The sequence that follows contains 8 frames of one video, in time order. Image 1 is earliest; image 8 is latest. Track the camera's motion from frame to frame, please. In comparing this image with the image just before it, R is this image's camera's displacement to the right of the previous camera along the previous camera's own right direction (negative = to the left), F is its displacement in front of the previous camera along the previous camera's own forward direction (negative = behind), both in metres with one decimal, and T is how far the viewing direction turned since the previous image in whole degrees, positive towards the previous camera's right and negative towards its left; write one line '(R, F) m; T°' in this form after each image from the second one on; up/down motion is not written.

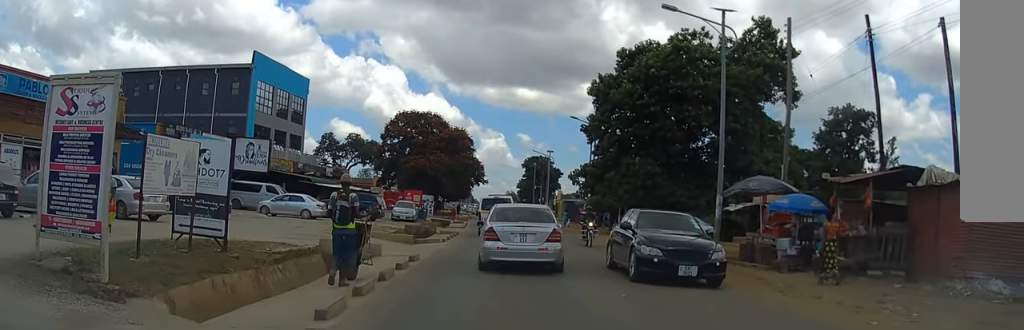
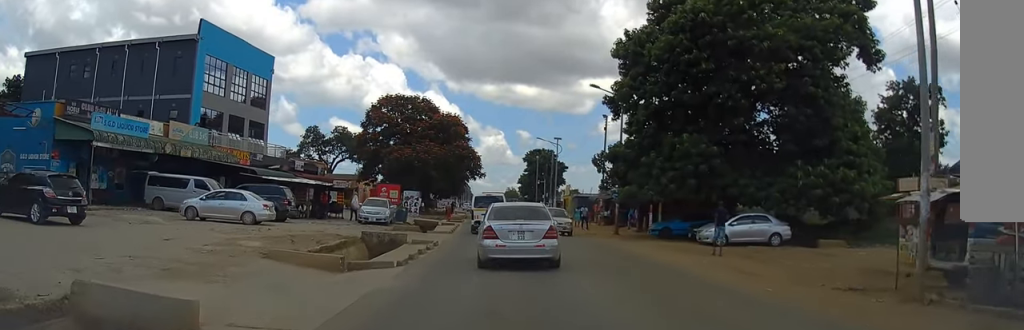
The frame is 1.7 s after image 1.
(-0.4, +11.1) m; 0°
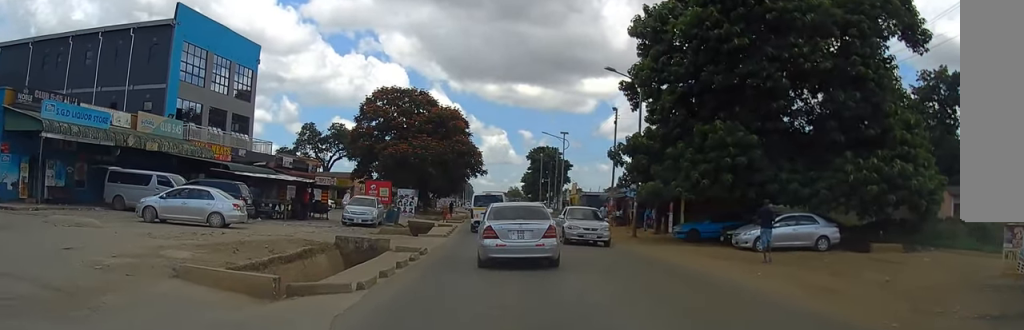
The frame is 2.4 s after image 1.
(+0.2, +4.2) m; 0°
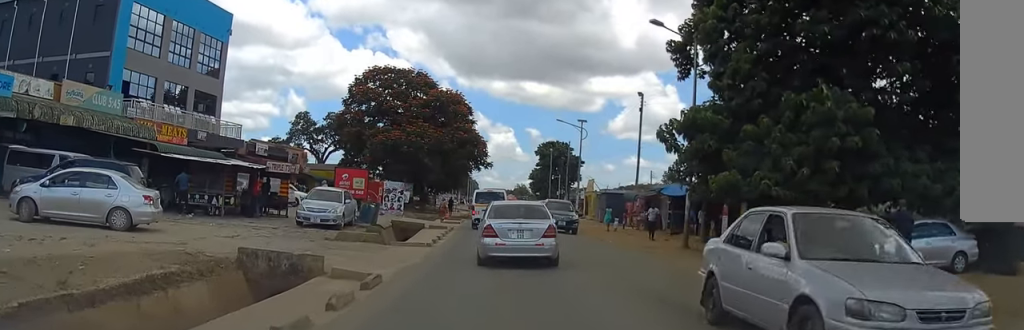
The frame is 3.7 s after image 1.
(-0.1, +8.0) m; -2°
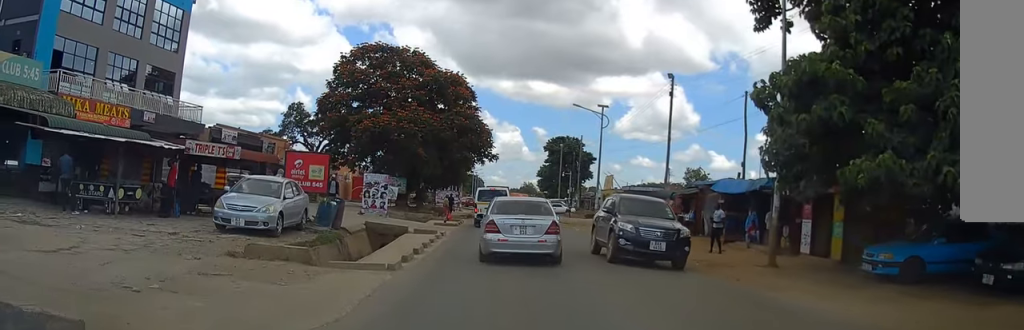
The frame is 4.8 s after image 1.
(0.0, +7.4) m; 0°
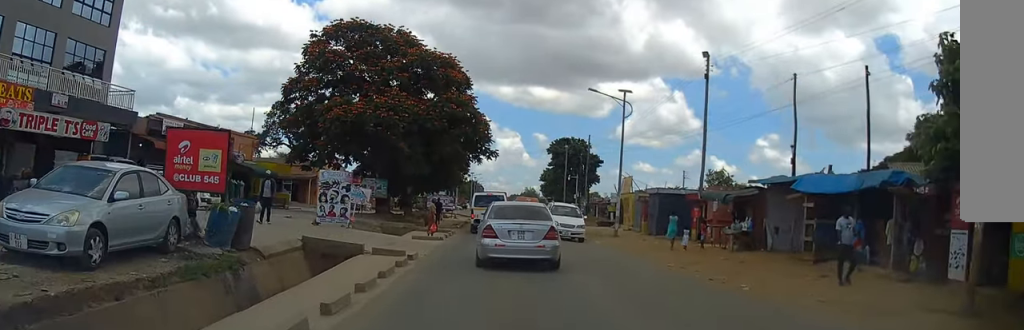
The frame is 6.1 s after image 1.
(0.0, +7.9) m; 0°
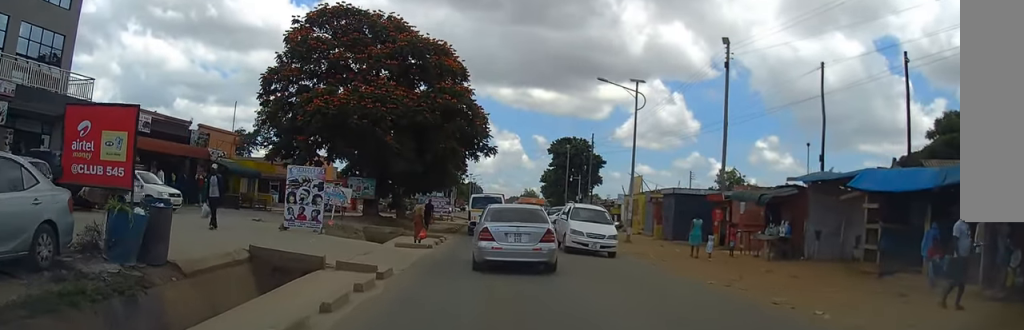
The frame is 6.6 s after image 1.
(0.0, +3.6) m; 0°
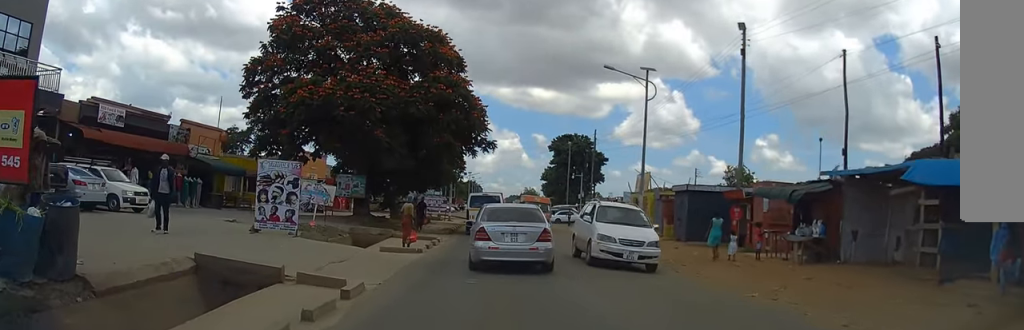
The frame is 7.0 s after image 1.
(0.0, +2.5) m; 0°
